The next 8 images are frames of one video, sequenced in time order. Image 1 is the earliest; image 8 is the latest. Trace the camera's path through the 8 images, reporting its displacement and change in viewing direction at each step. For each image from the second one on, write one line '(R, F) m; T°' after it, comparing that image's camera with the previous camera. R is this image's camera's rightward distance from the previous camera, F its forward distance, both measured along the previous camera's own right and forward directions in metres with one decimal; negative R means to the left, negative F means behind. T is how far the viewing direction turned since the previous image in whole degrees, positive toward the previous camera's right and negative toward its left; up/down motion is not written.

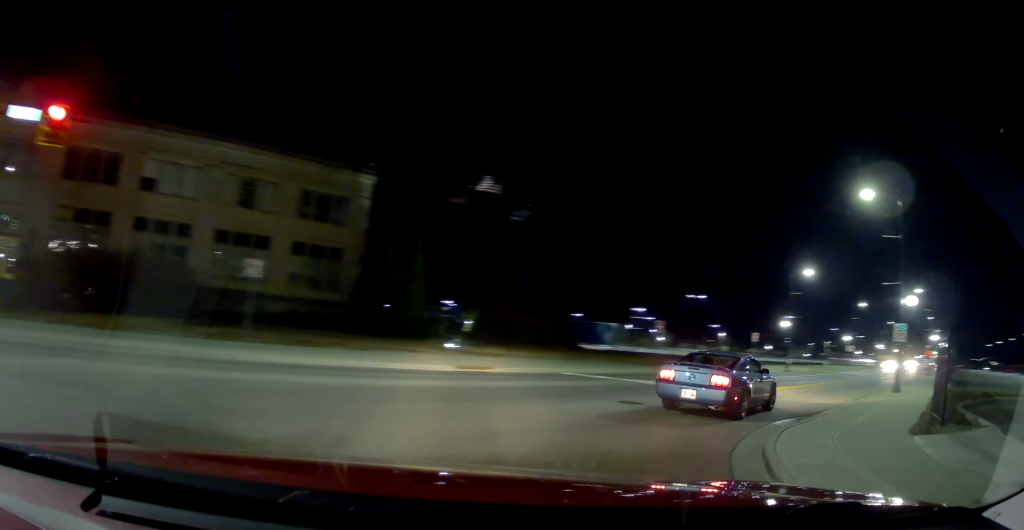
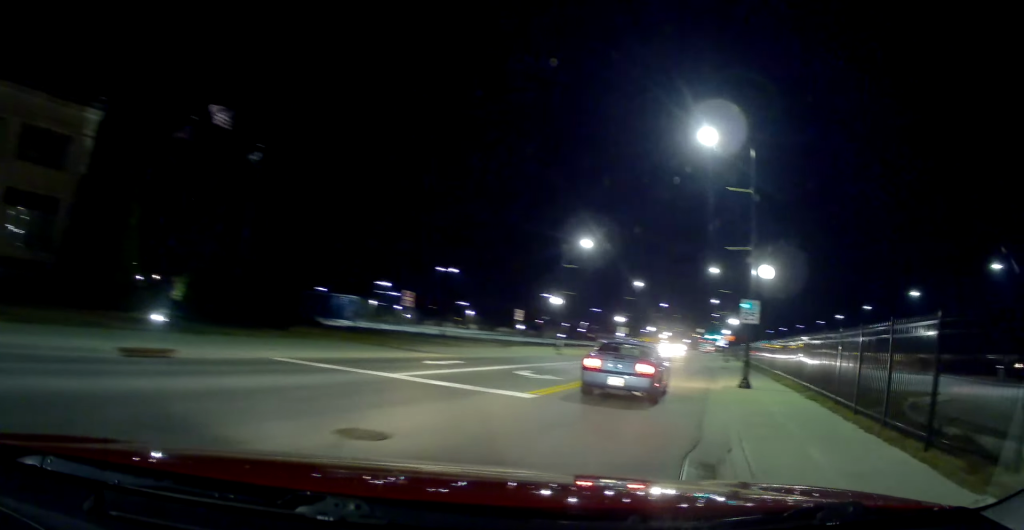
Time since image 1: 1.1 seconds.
(+0.7, +6.2) m; +11°
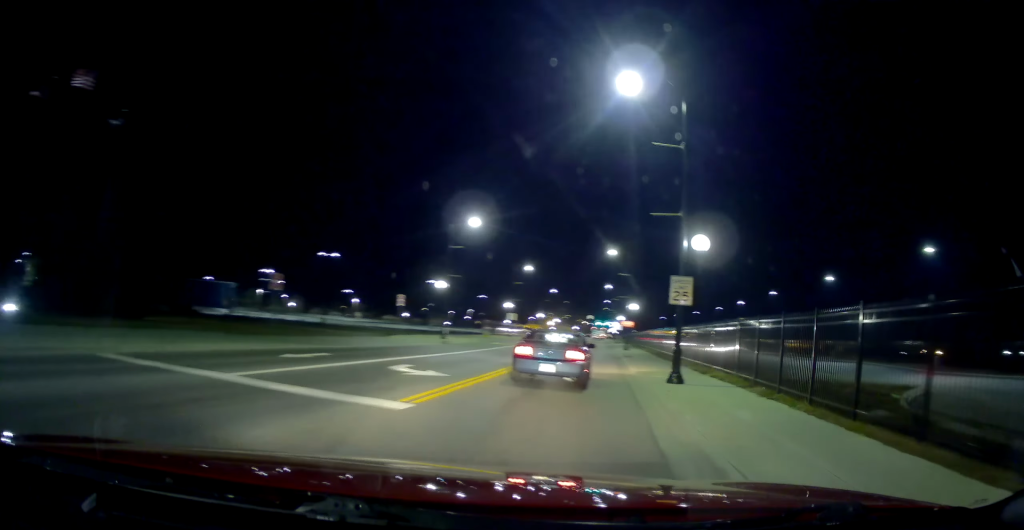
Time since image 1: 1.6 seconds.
(-0.3, +3.3) m; +6°
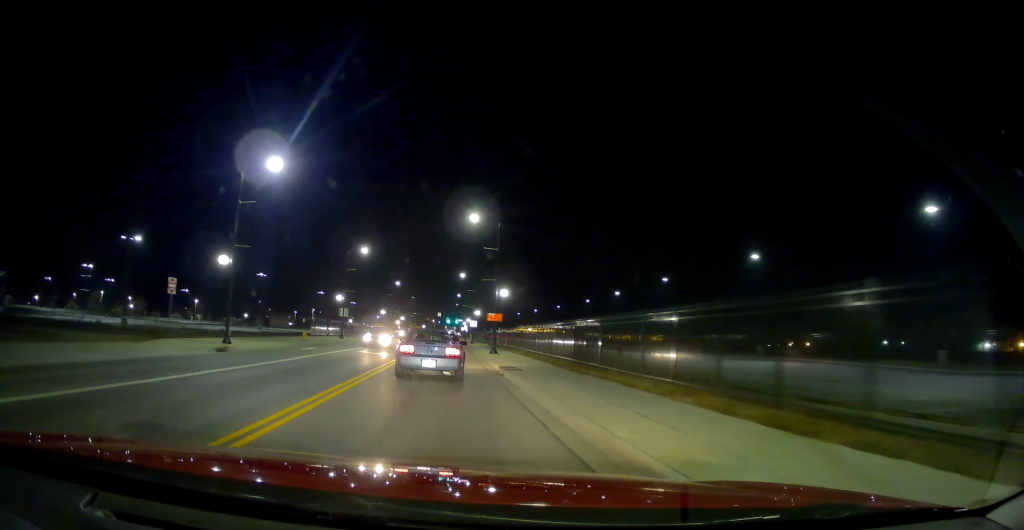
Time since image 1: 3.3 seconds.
(+3.7, +13.8) m; +20°
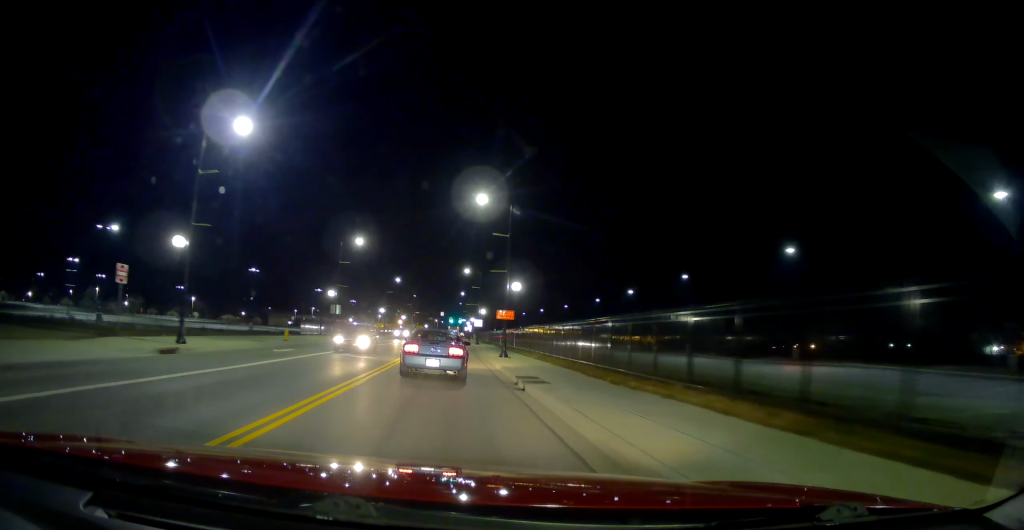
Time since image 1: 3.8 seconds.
(+0.2, +5.3) m; +1°
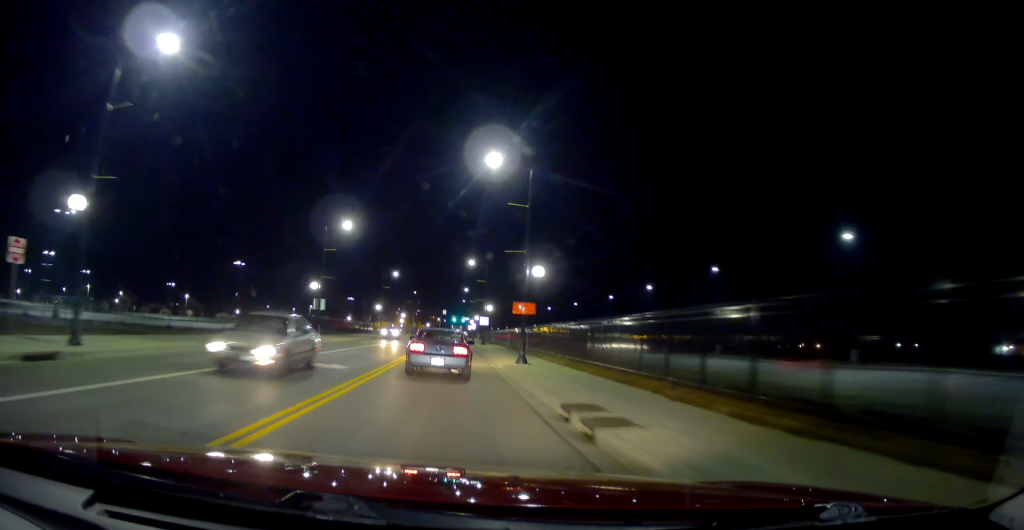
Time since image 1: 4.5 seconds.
(-0.2, +7.6) m; -2°
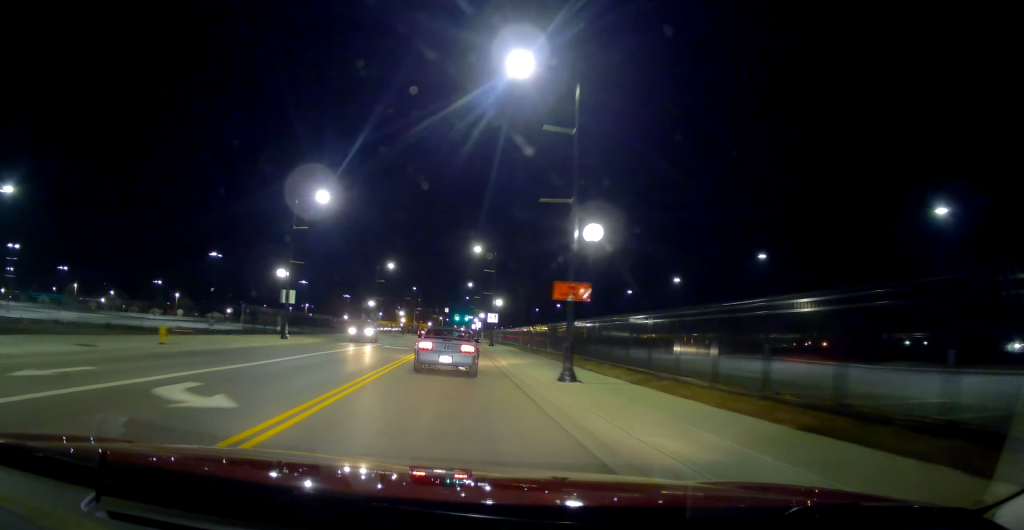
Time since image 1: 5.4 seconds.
(-0.2, +10.2) m; -2°
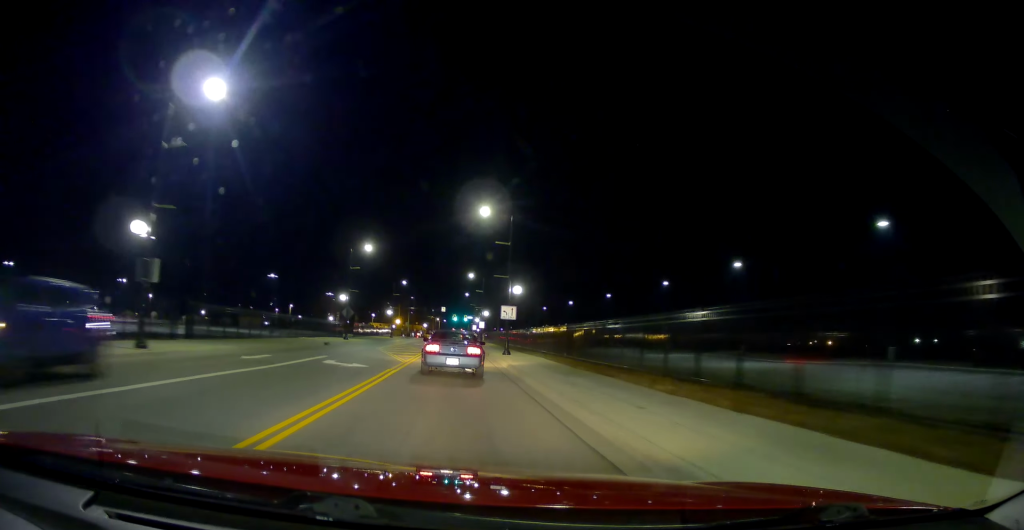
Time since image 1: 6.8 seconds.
(-0.3, +17.5) m; +2°
